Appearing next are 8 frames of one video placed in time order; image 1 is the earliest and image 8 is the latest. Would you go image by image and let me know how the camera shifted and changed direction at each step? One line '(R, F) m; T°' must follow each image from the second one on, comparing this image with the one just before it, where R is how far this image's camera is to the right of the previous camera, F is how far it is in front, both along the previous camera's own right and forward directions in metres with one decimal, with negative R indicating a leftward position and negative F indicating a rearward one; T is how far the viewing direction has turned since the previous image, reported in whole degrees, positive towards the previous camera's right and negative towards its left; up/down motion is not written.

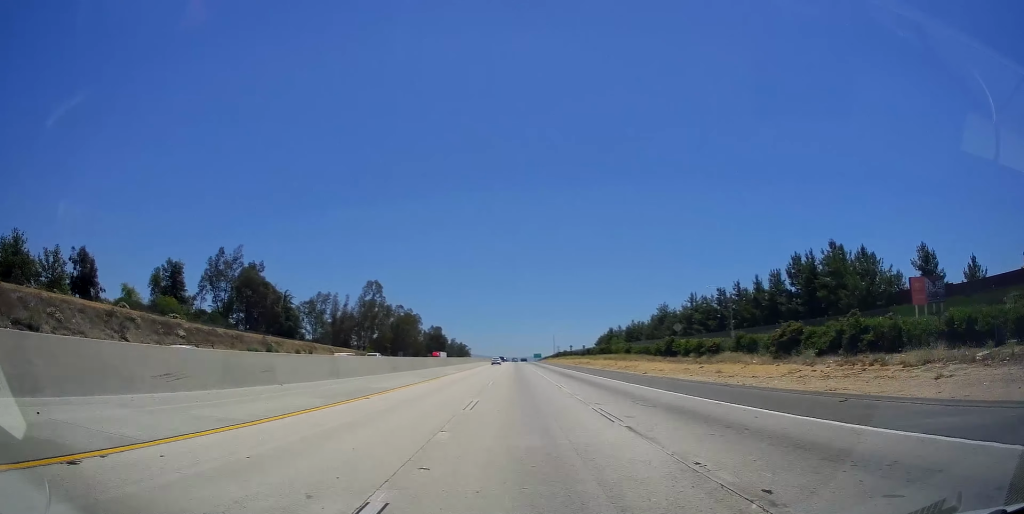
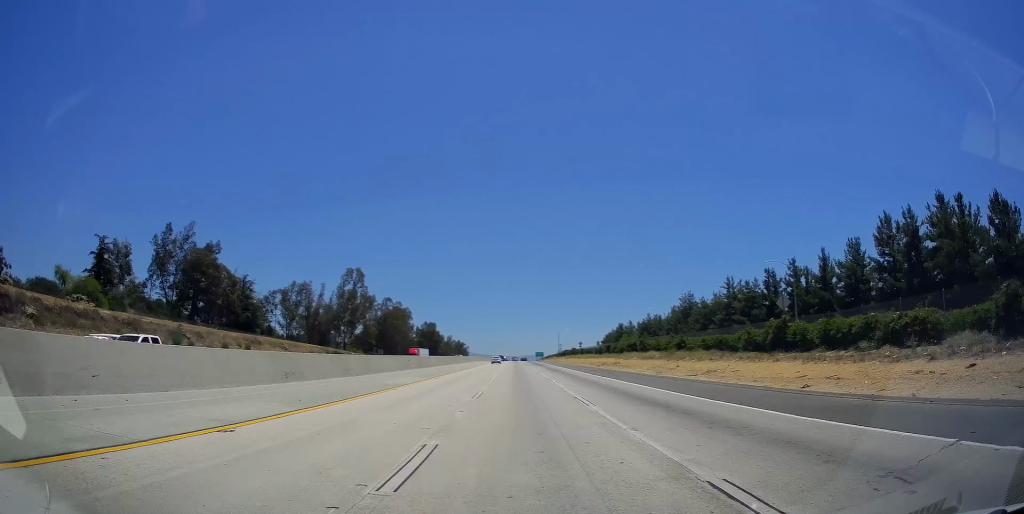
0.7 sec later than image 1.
(+0.1, +21.2) m; 0°
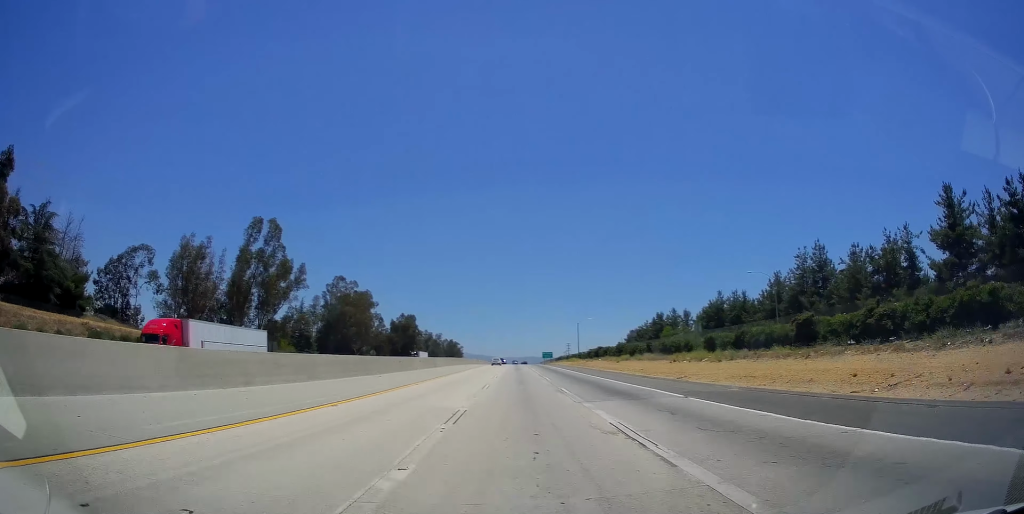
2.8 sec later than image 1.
(-0.3, +60.7) m; -1°
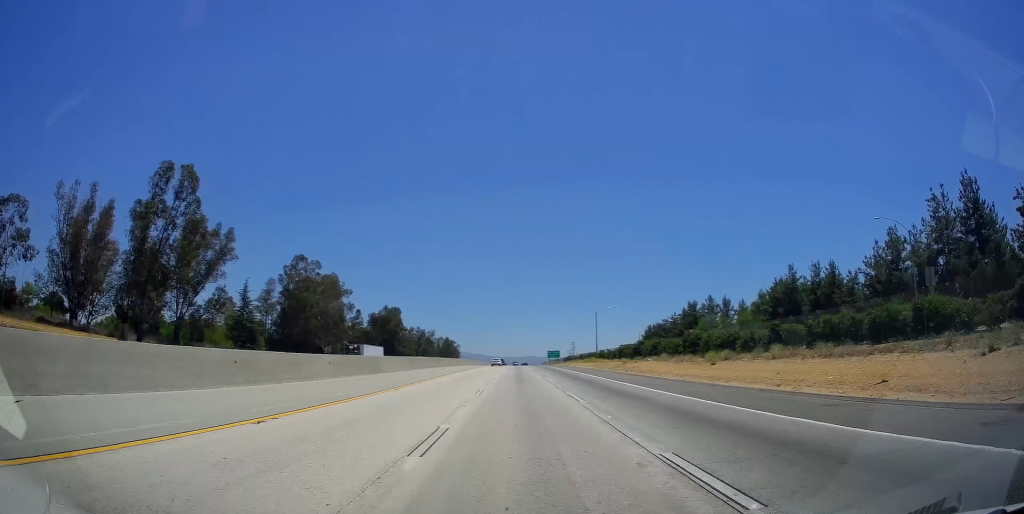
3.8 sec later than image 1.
(-0.1, +33.6) m; 0°
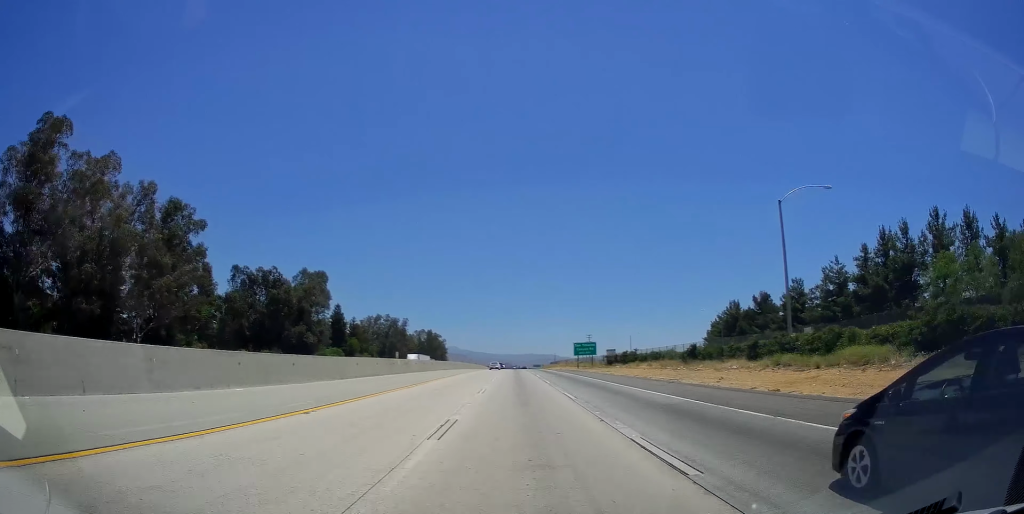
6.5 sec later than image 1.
(+0.5, +83.9) m; 0°
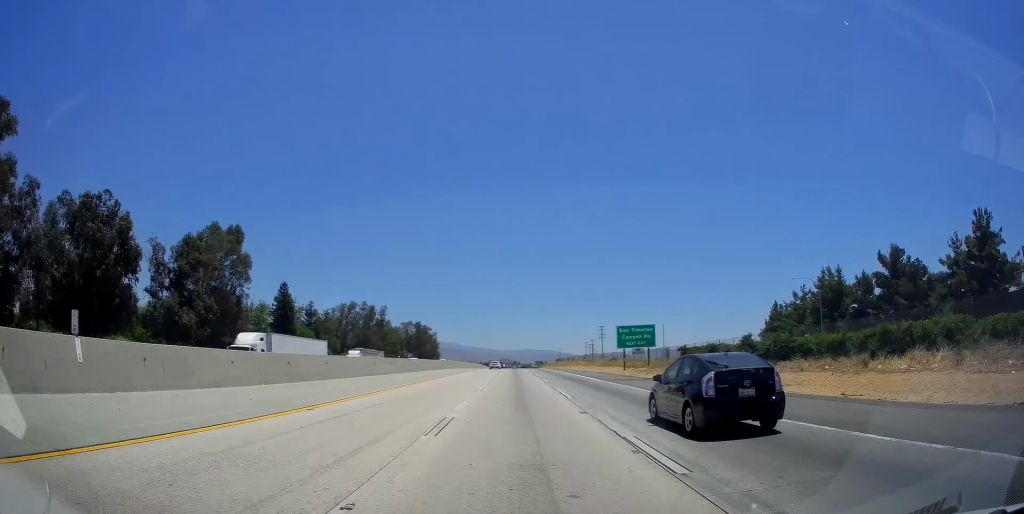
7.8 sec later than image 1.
(-0.3, +42.0) m; 0°
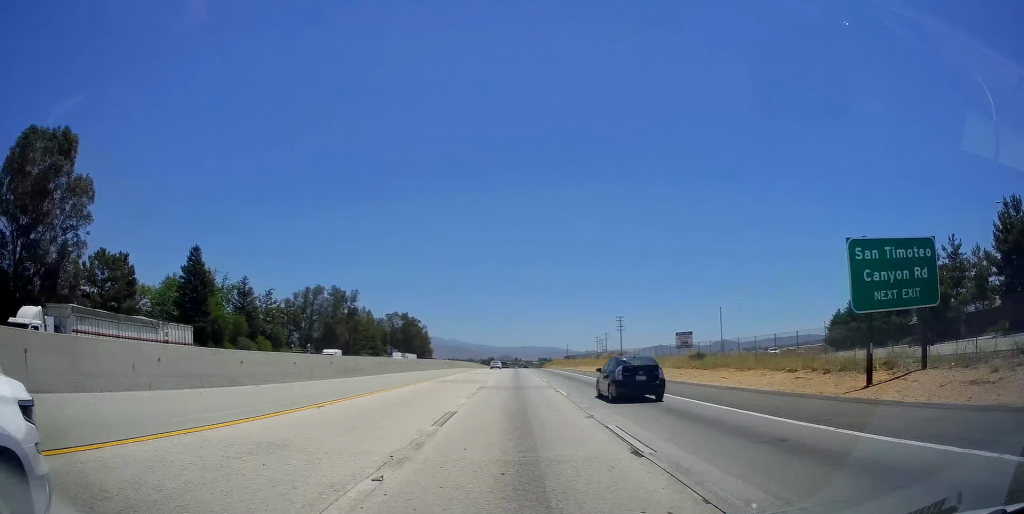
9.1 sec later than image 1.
(+0.2, +42.9) m; +1°
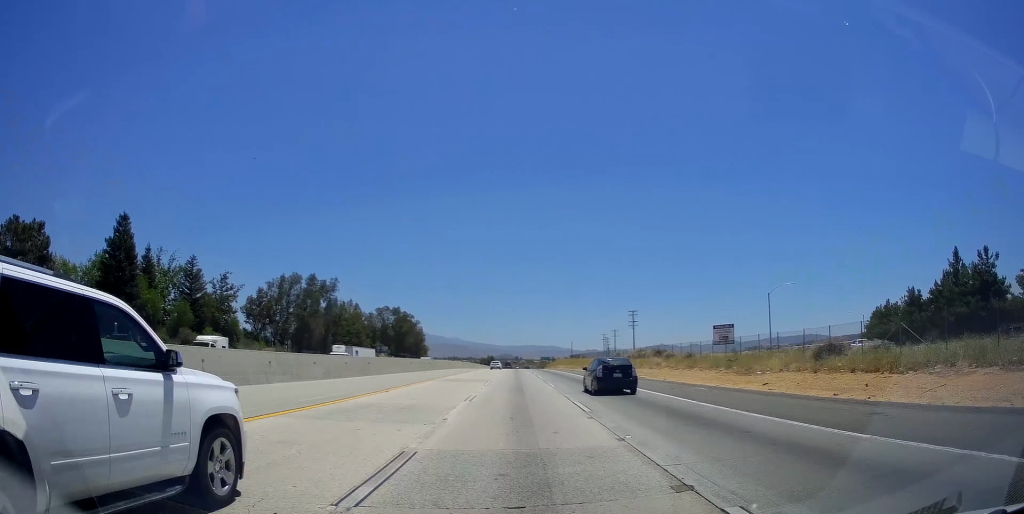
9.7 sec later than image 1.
(+0.1, +22.3) m; 0°
